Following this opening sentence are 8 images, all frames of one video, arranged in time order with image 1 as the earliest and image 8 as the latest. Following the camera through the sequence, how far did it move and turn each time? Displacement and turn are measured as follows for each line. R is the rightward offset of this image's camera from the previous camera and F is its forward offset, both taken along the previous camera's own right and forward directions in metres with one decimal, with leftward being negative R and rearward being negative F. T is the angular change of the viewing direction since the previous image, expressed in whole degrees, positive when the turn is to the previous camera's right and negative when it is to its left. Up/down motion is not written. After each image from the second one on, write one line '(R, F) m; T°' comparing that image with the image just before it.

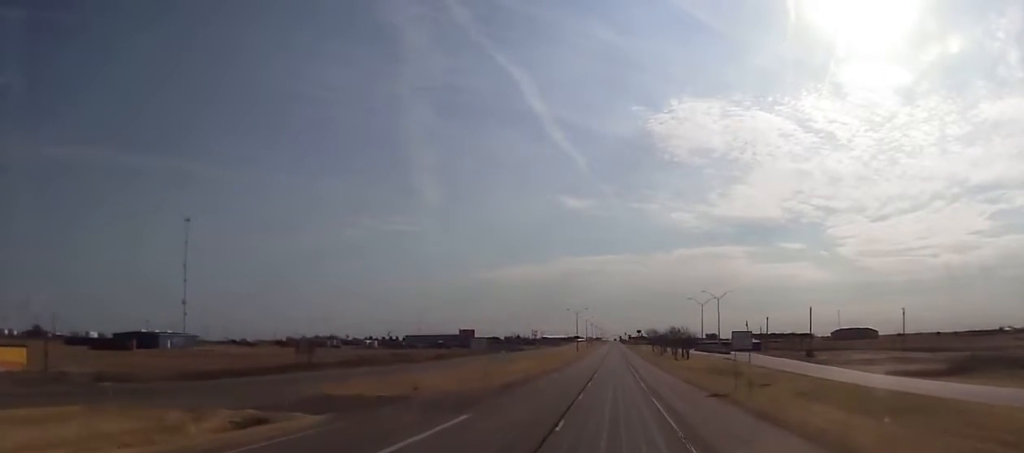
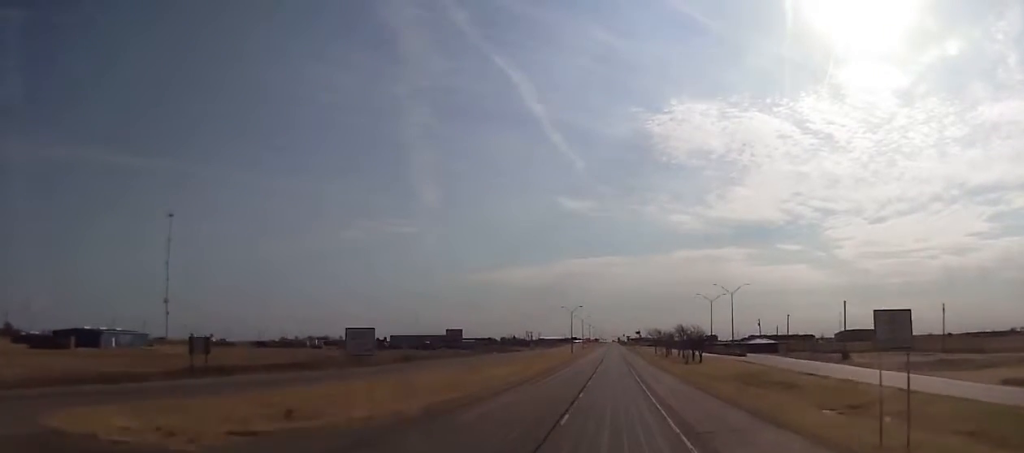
(-0.3, +22.4) m; -1°
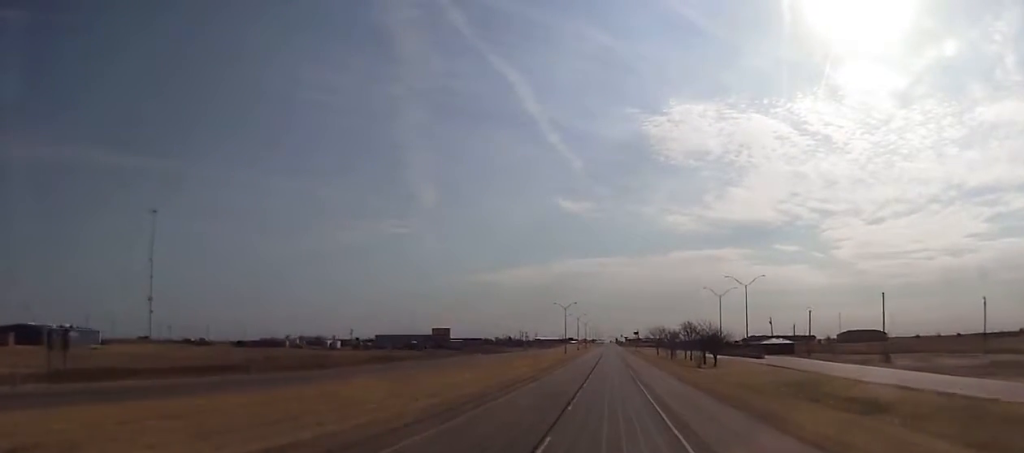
(0.0, +18.8) m; +1°
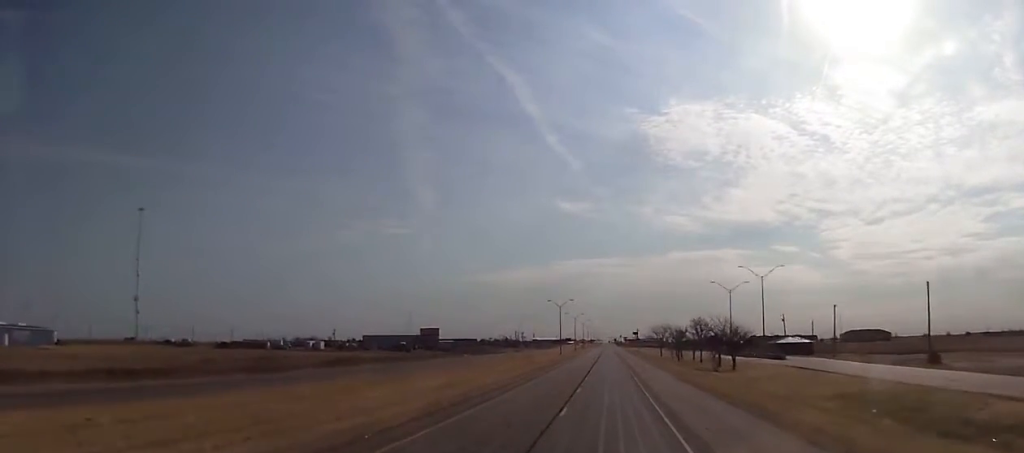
(+0.3, +16.0) m; 0°
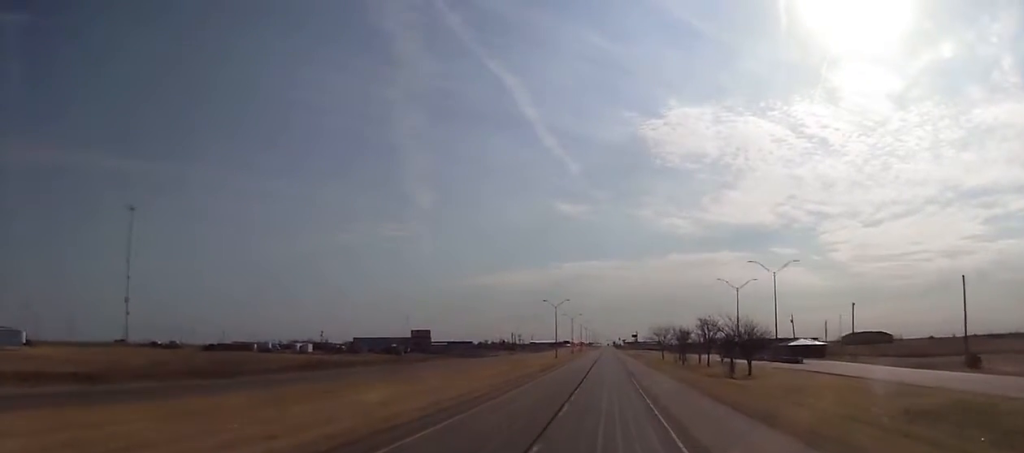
(0.0, +10.2) m; 0°
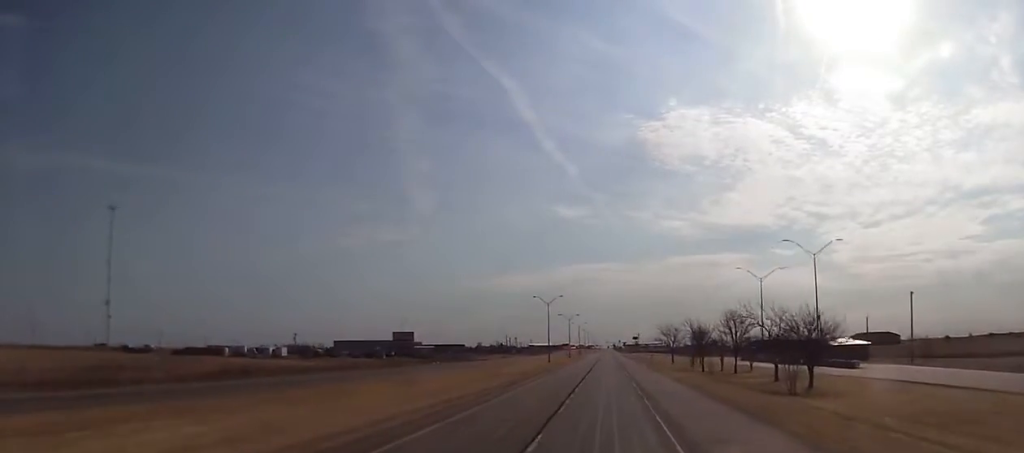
(-0.2, +22.5) m; 0°
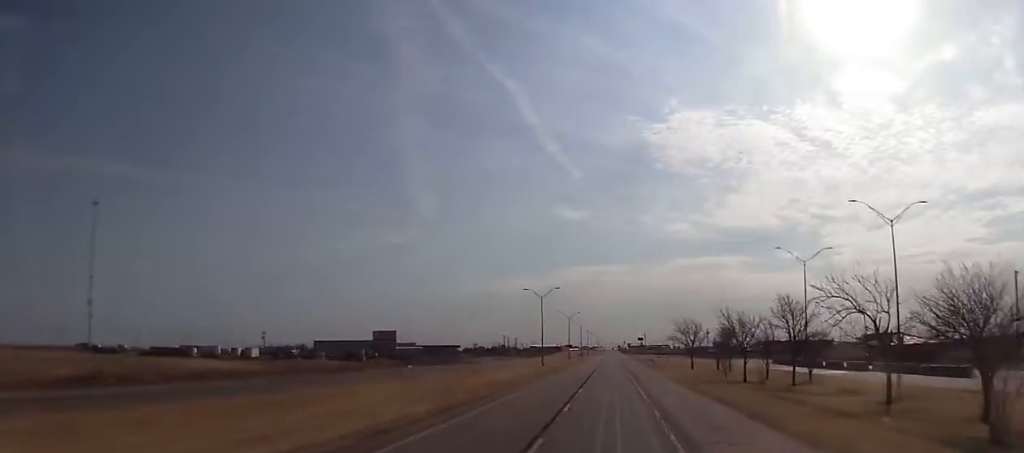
(+0.1, +24.6) m; 0°
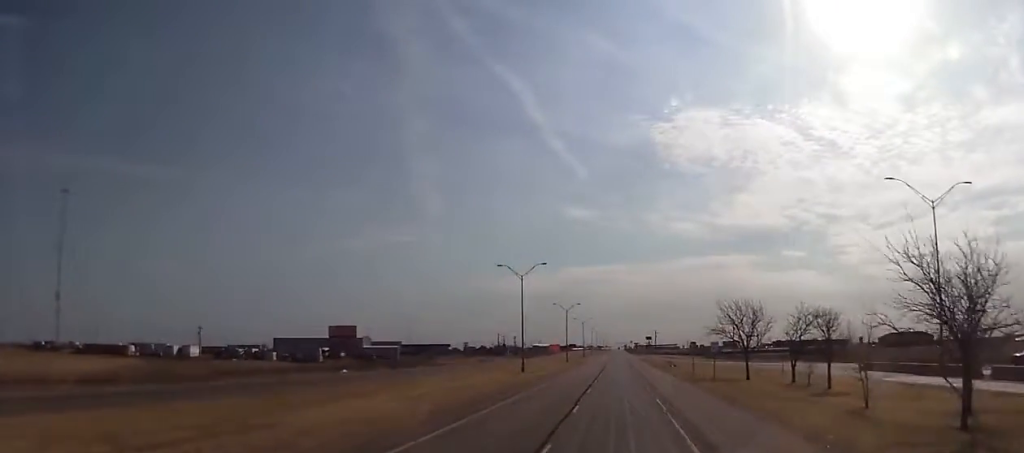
(-0.4, +38.6) m; -1°
